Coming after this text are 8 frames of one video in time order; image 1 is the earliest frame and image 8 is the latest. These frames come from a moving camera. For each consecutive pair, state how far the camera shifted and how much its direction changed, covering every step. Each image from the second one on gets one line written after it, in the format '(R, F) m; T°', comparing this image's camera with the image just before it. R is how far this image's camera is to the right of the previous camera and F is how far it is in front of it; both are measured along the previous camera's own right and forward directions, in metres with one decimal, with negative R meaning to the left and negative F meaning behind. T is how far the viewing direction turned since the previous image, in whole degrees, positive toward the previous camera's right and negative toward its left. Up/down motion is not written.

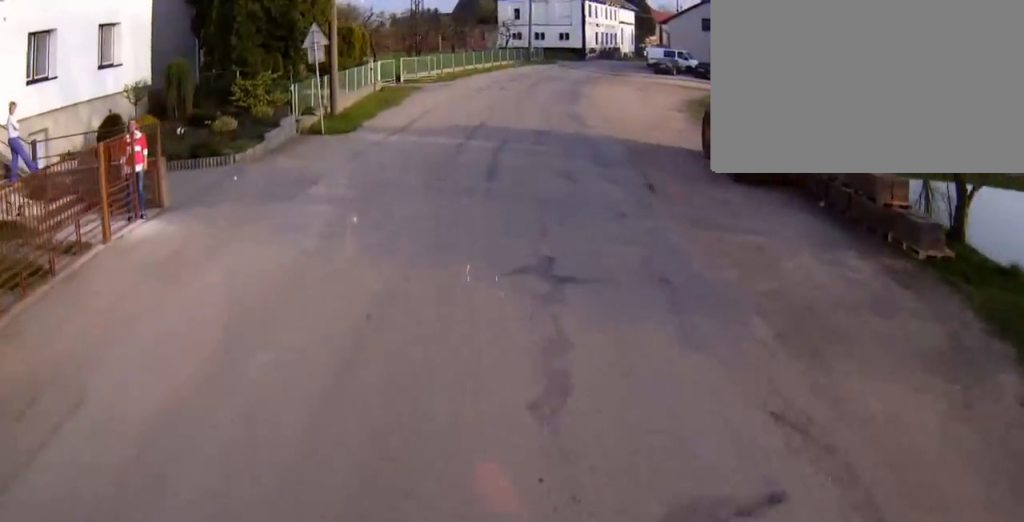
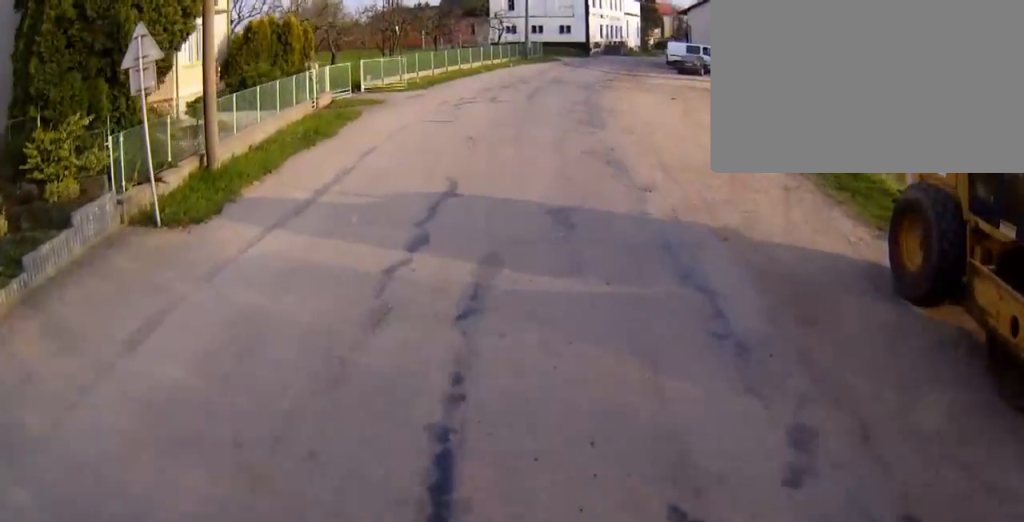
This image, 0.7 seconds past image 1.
(+0.1, +10.8) m; +1°
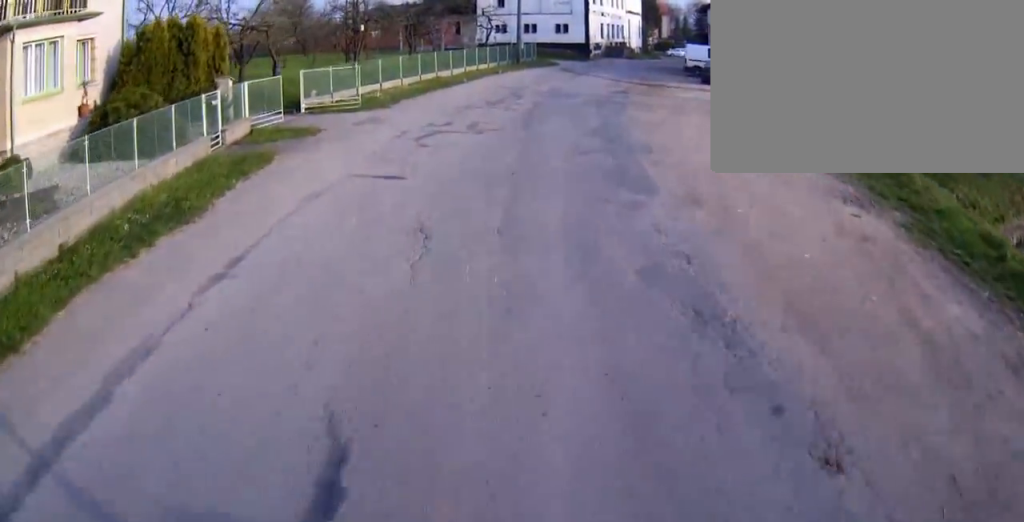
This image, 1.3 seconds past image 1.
(-0.3, +8.8) m; 0°
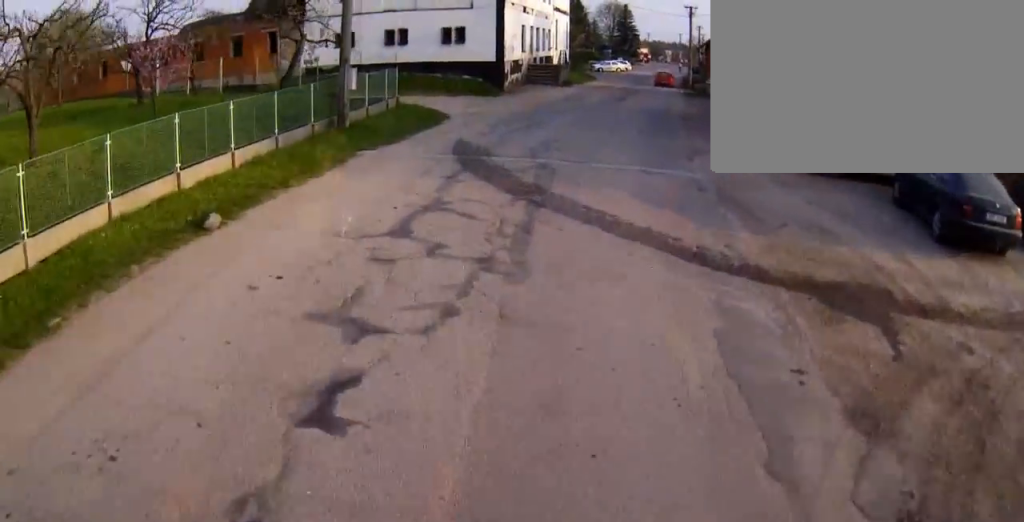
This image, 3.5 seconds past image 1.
(+3.3, +31.3) m; +12°
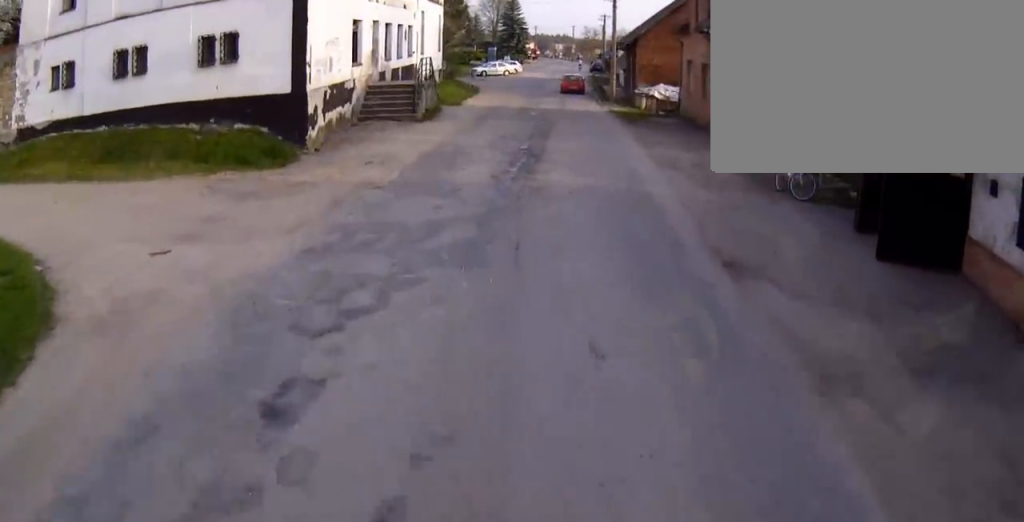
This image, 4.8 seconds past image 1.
(+0.9, +18.3) m; +2°
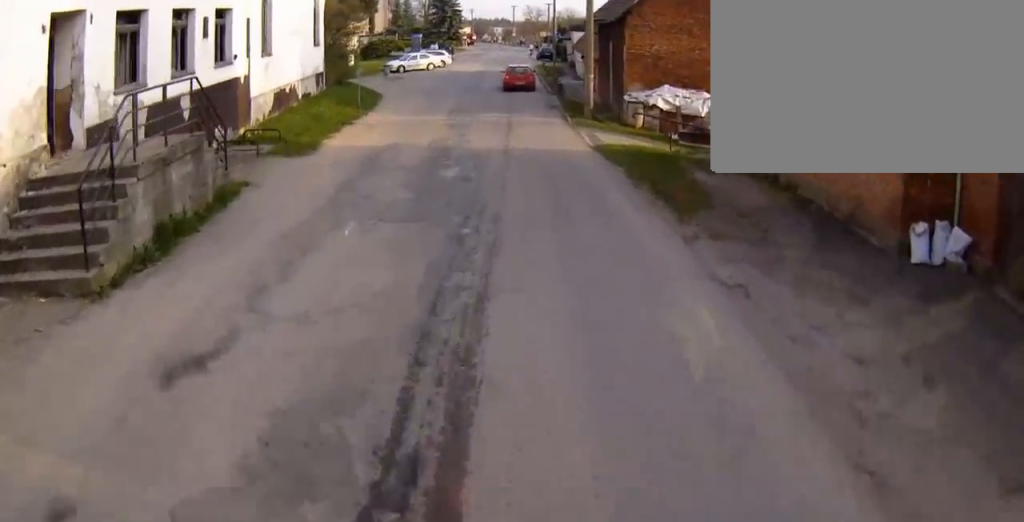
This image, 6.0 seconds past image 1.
(-0.3, +17.9) m; -1°
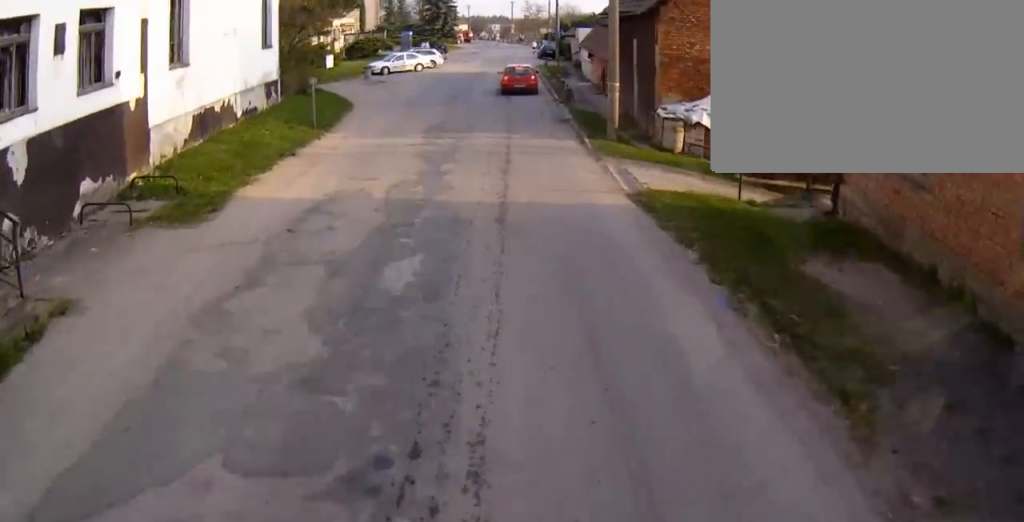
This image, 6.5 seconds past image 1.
(-0.1, +6.7) m; 0°
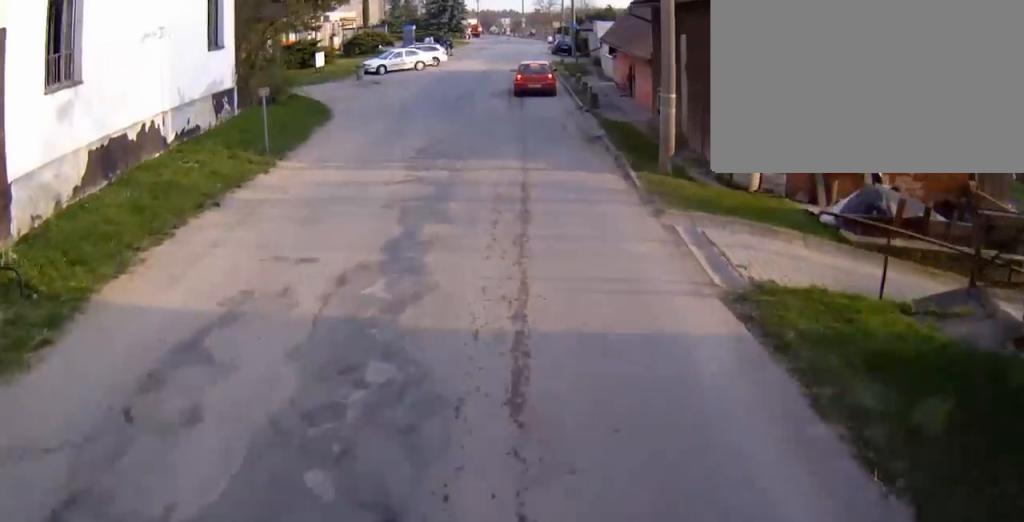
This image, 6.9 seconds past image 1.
(+0.1, +5.7) m; 0°
